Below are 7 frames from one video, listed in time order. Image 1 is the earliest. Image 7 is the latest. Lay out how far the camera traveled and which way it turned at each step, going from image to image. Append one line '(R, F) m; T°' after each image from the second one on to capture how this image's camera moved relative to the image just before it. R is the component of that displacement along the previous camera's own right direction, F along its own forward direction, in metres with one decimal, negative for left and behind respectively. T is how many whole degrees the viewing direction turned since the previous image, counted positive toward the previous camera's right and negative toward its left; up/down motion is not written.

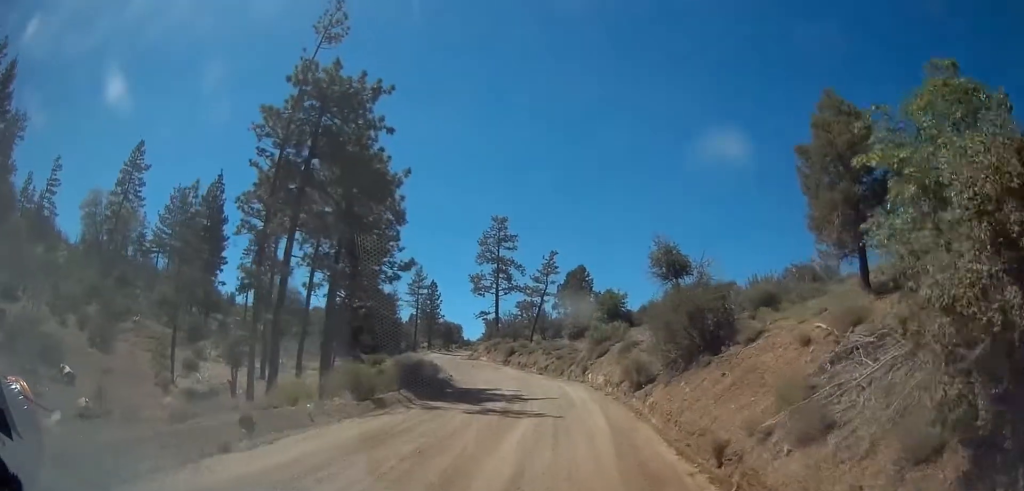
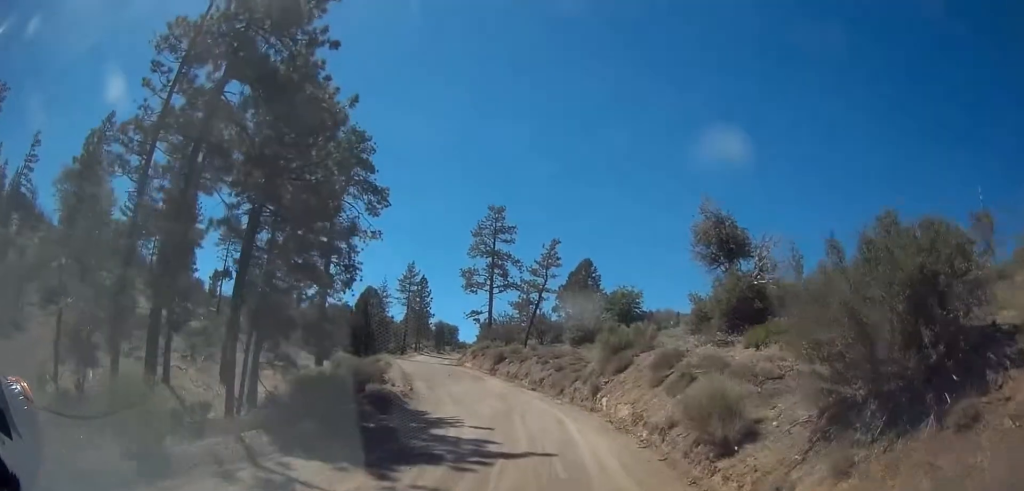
(0.0, +8.7) m; -1°
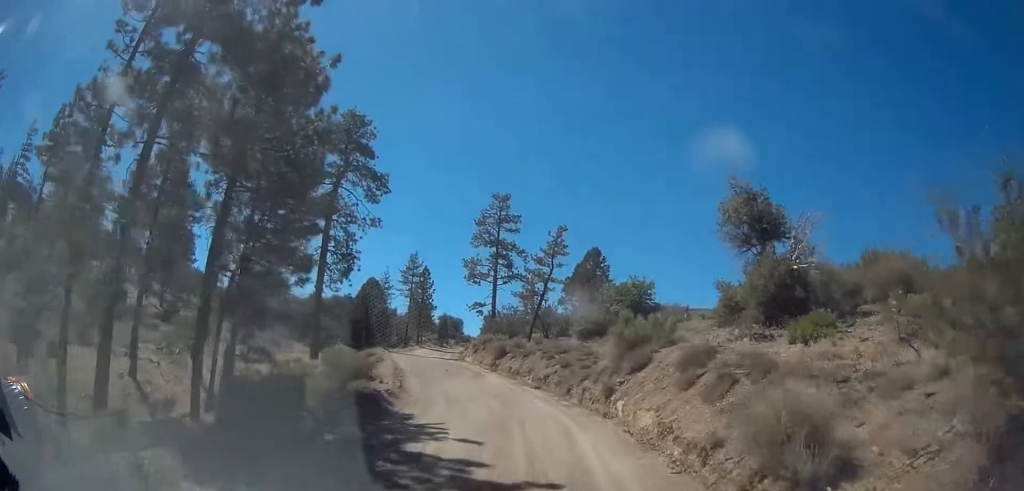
(0.0, +2.6) m; 0°
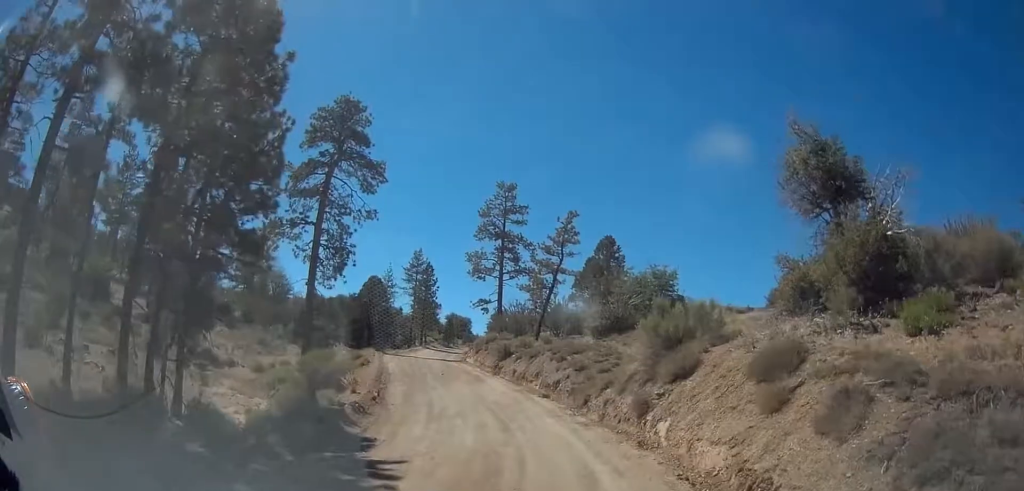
(+0.3, +4.3) m; 0°
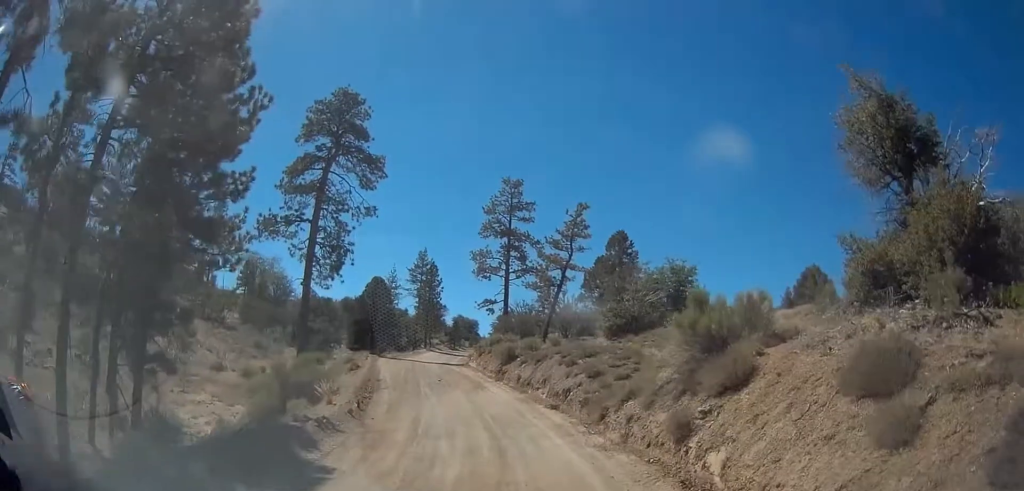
(-0.3, +2.7) m; -1°
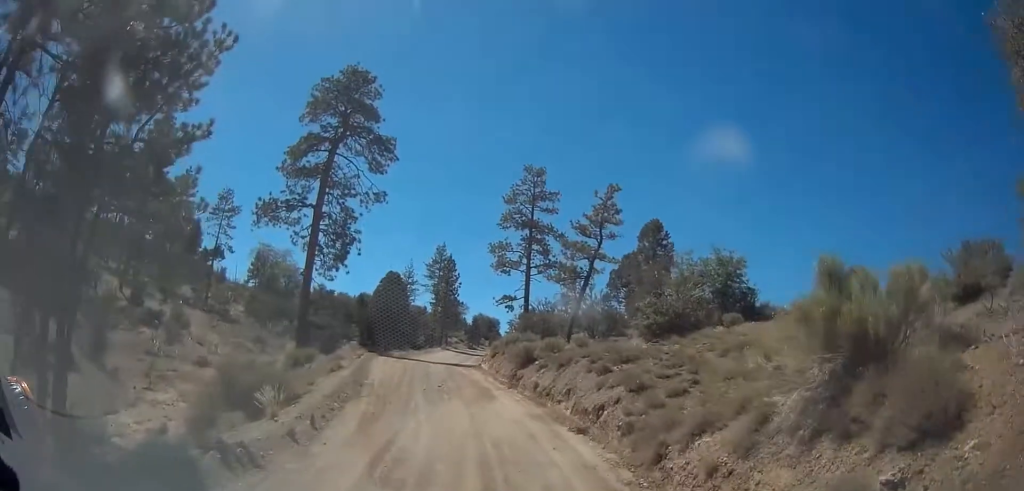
(0.0, +4.5) m; -1°
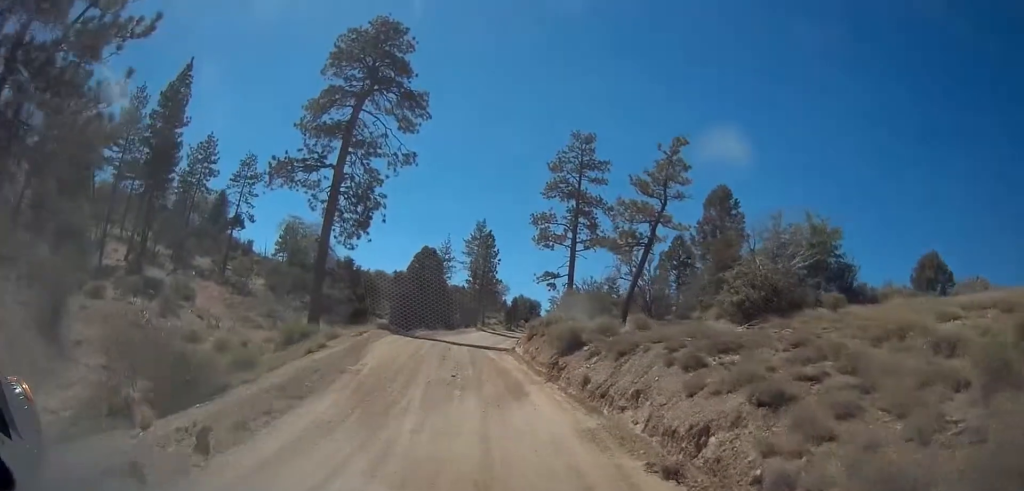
(0.0, +5.4) m; -3°
